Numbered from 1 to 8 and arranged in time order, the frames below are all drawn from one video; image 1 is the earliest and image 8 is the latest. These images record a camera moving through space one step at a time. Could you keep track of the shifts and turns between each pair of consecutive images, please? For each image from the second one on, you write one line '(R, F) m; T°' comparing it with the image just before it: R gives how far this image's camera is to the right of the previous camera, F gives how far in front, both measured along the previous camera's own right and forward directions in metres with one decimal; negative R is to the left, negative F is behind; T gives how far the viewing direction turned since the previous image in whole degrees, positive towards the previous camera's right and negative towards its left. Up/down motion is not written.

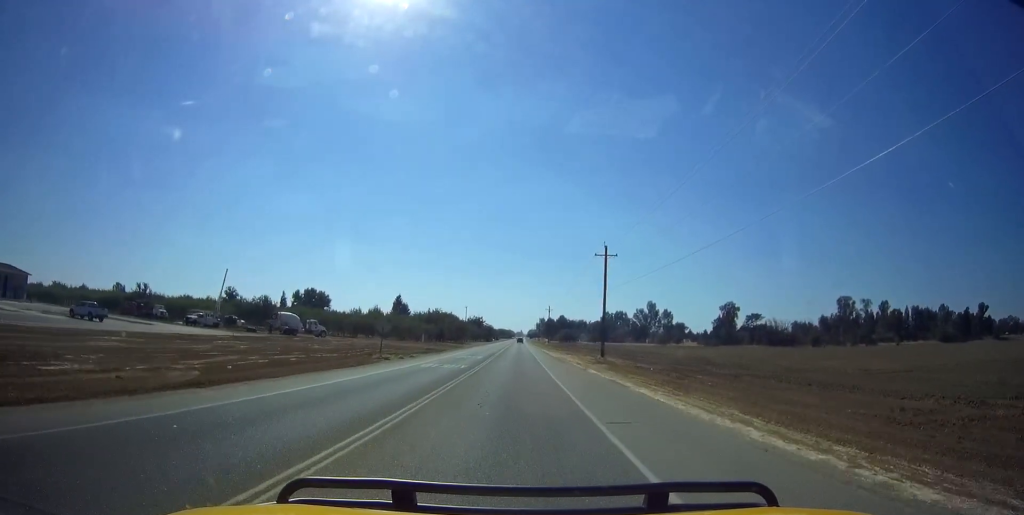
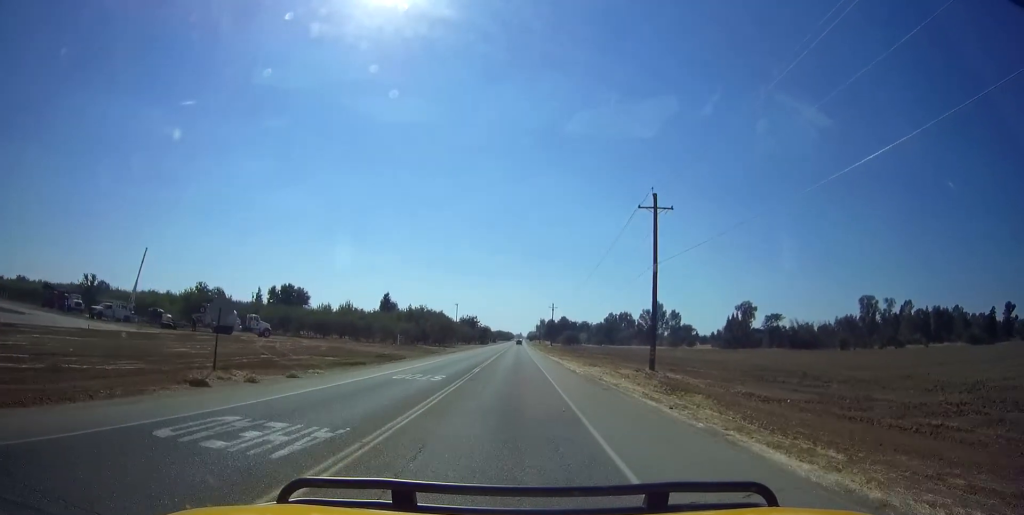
(0.0, +21.1) m; -1°
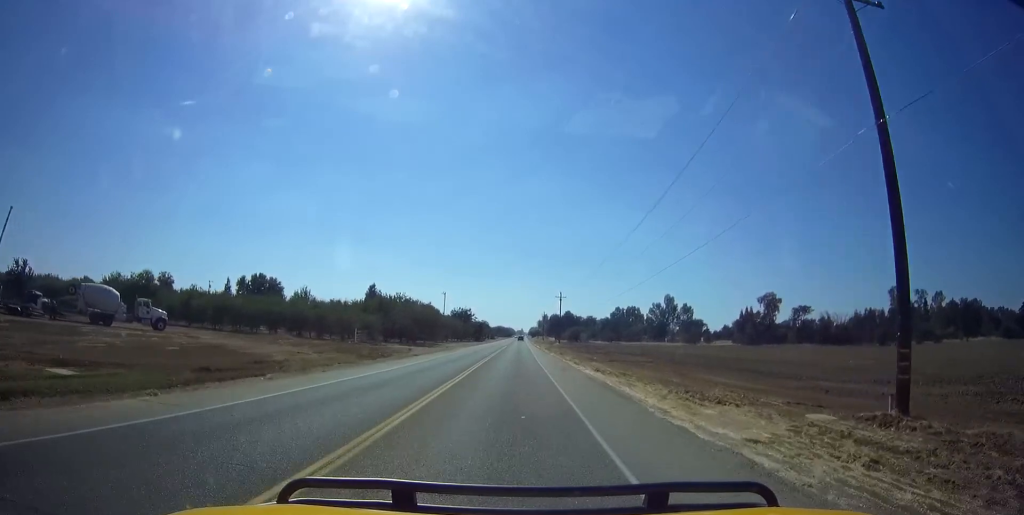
(-0.3, +23.5) m; -1°
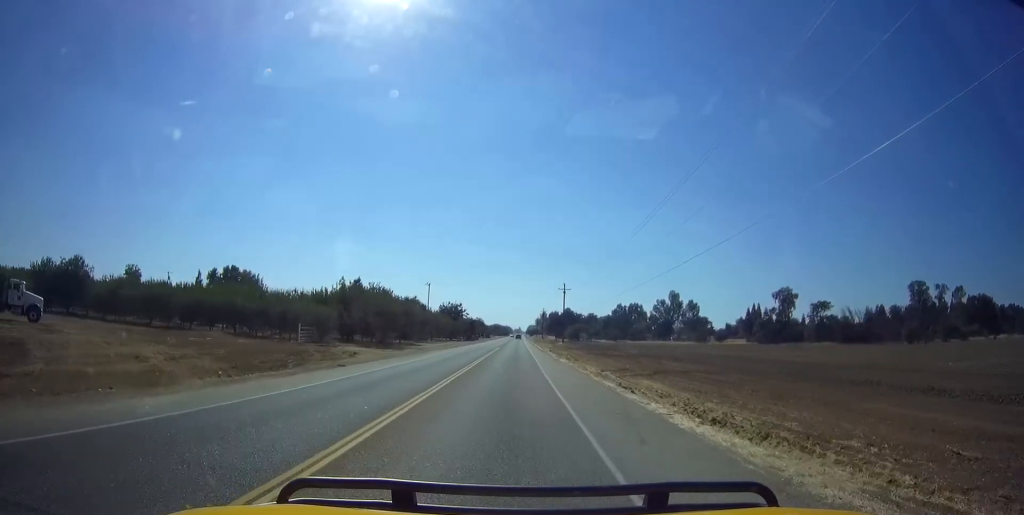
(-0.1, +16.4) m; -1°
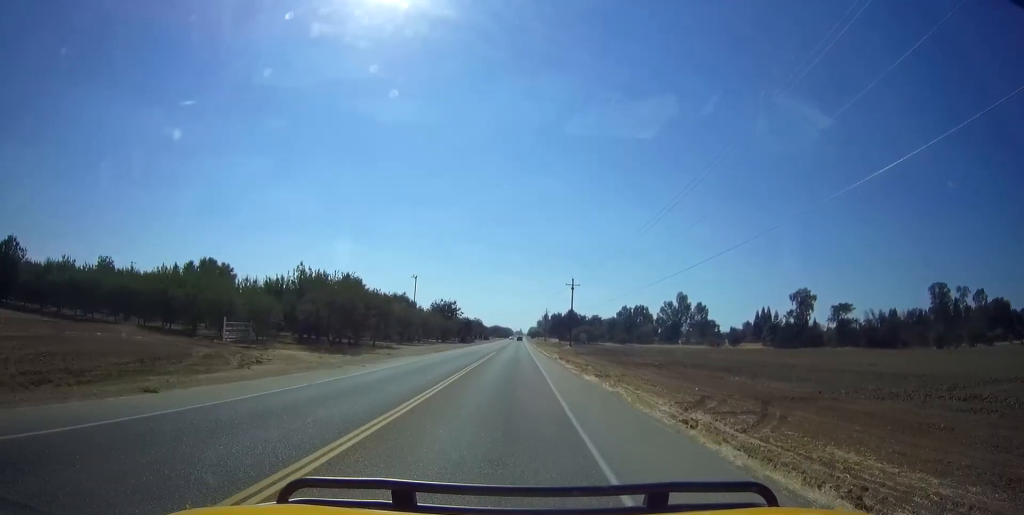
(-0.3, +13.7) m; +1°
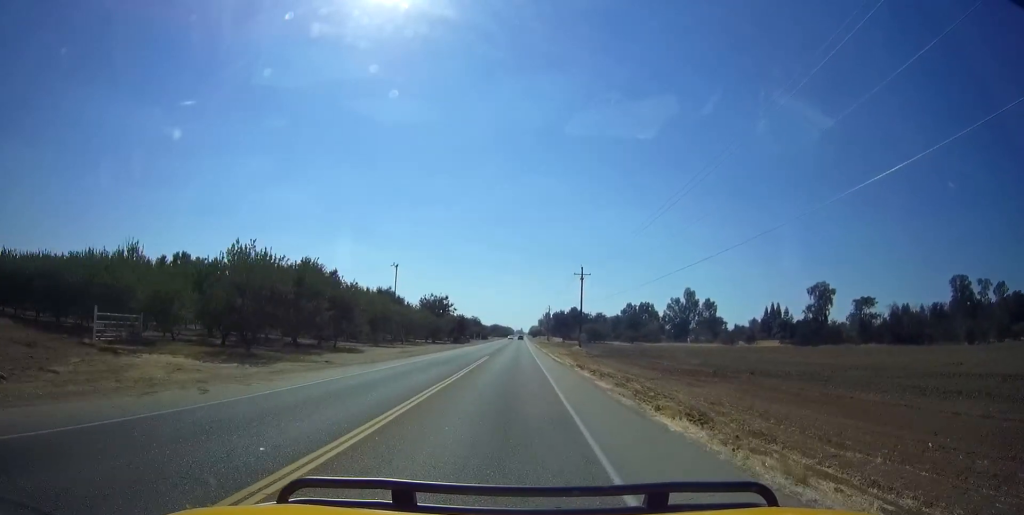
(+0.4, +13.3) m; 0°
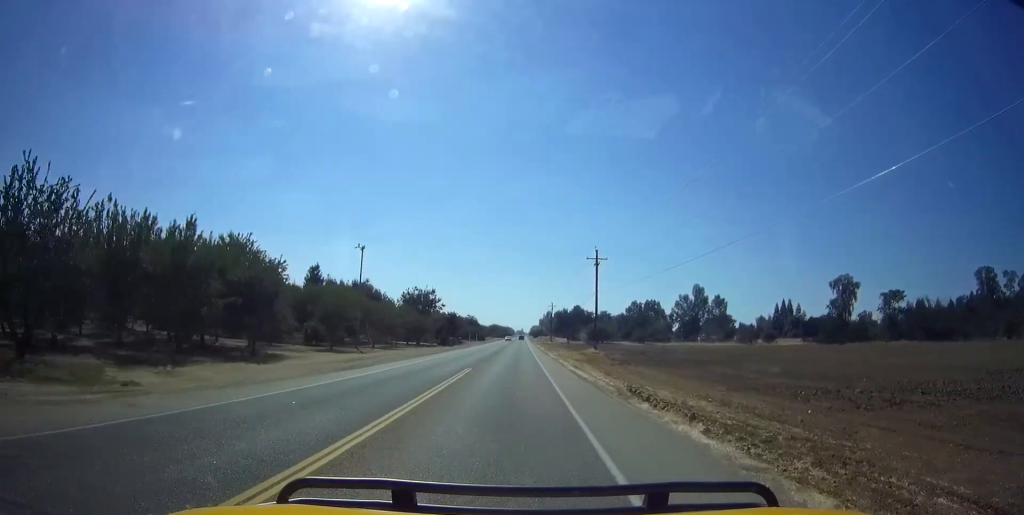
(-0.1, +15.2) m; 0°
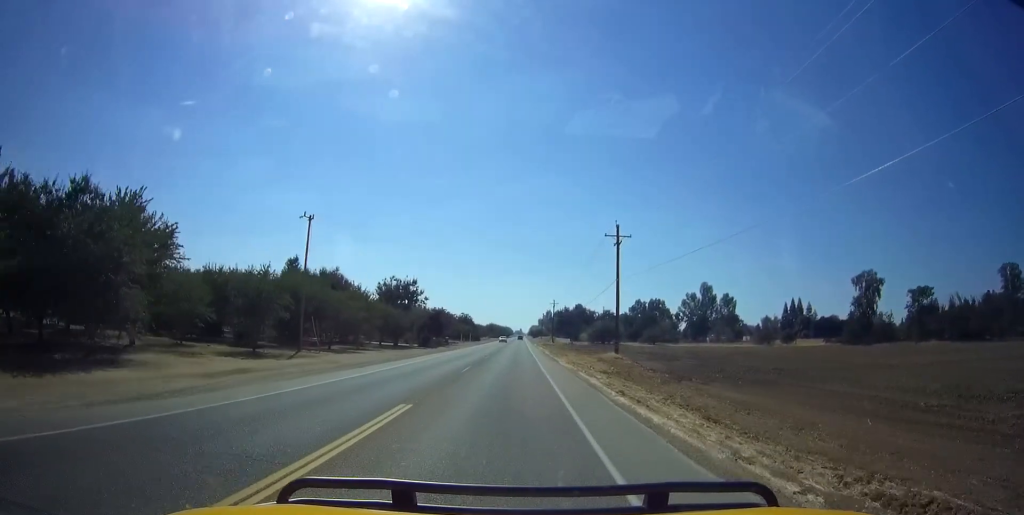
(-0.2, +13.9) m; 0°
